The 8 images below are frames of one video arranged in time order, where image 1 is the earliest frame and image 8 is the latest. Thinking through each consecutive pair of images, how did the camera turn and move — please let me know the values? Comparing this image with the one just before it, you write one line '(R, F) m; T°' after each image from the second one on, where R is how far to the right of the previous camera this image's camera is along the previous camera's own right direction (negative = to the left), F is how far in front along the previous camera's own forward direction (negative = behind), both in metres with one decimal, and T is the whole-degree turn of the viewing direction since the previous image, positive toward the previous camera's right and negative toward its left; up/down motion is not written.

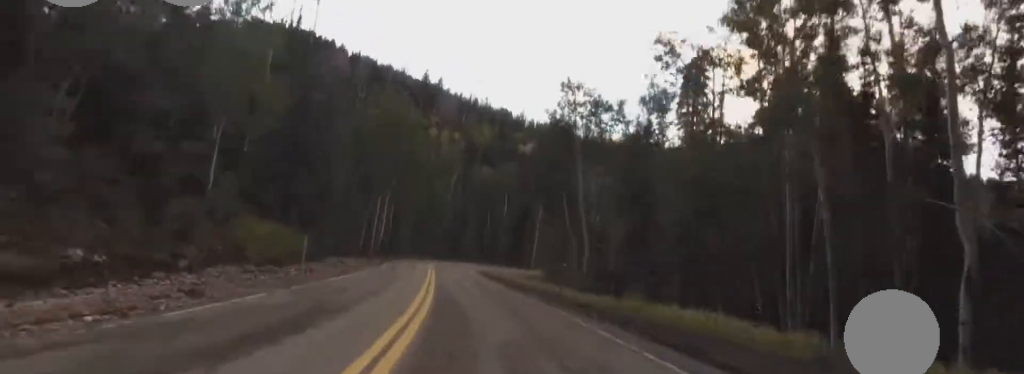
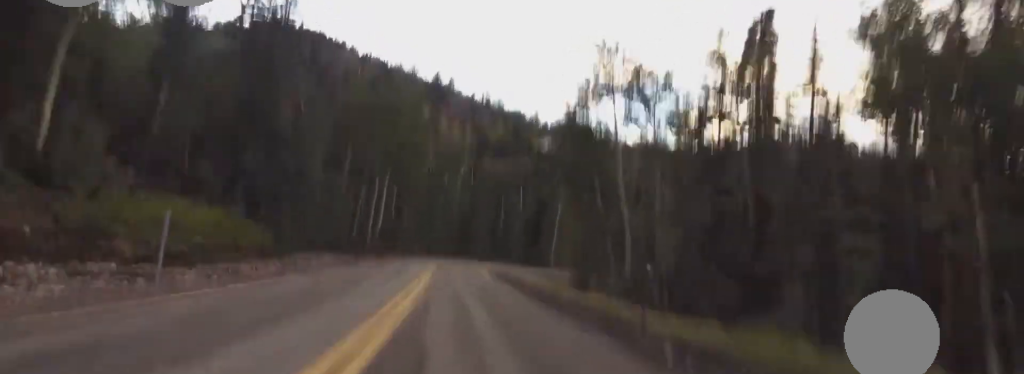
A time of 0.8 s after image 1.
(-0.3, +11.1) m; -3°
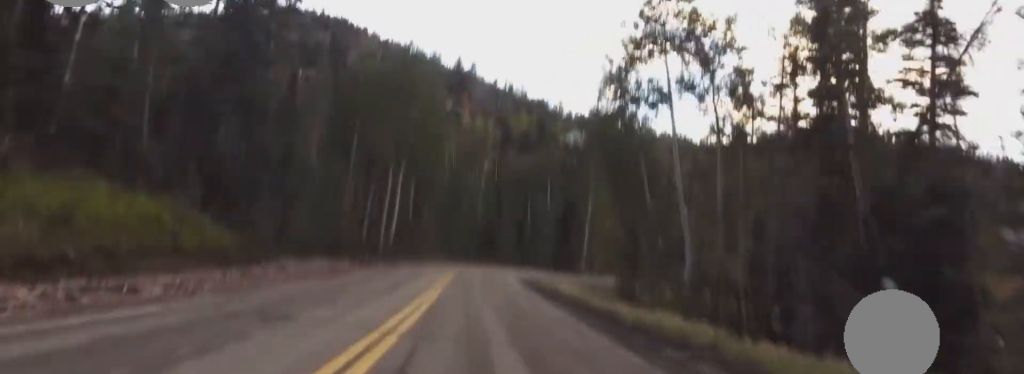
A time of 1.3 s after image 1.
(0.0, +7.4) m; -2°
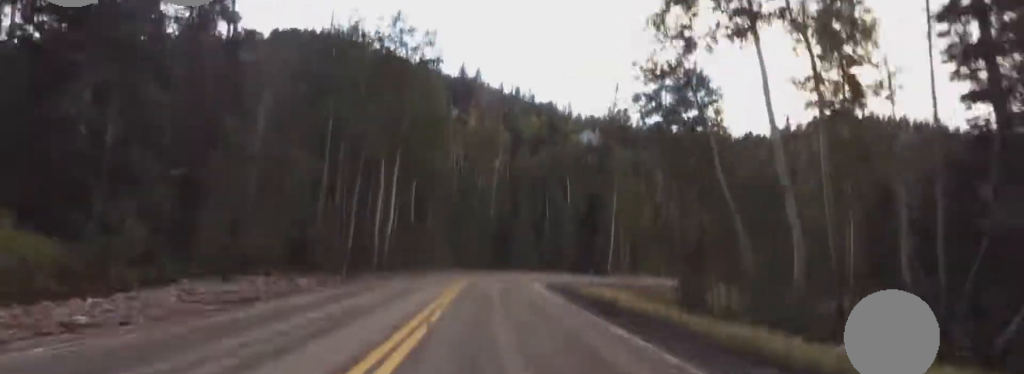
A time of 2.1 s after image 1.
(-0.4, +10.7) m; -4°
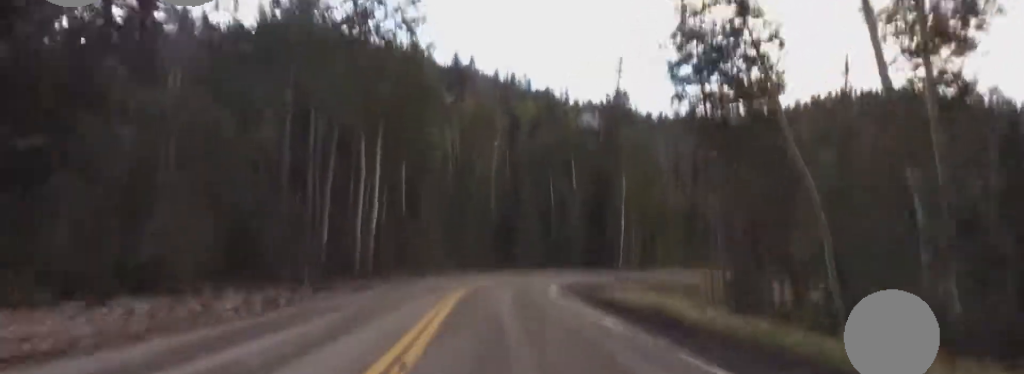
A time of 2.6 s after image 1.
(-0.2, +6.8) m; 0°
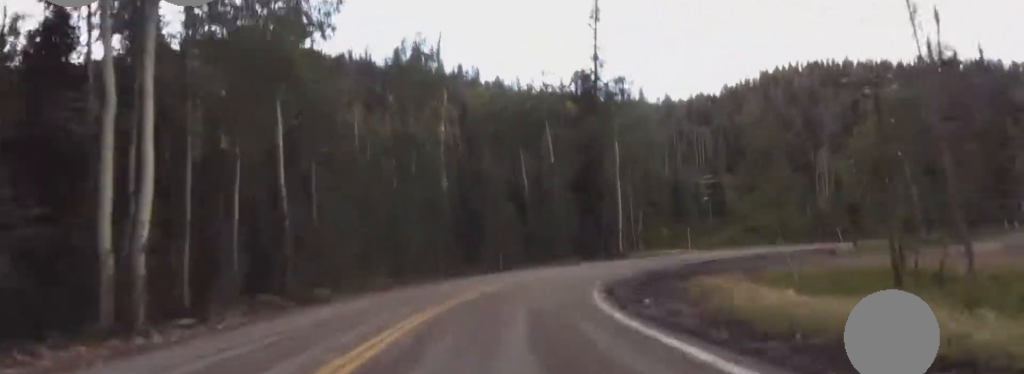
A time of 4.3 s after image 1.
(+0.5, +22.2) m; +9°
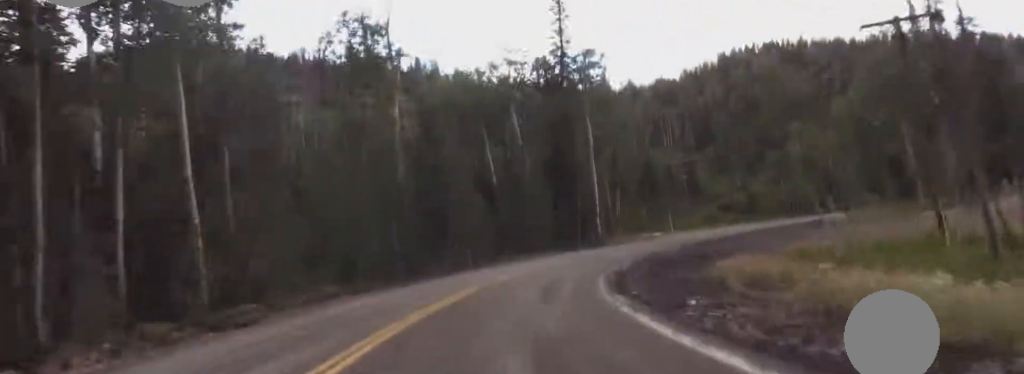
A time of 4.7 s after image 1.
(+0.6, +5.4) m; +3°
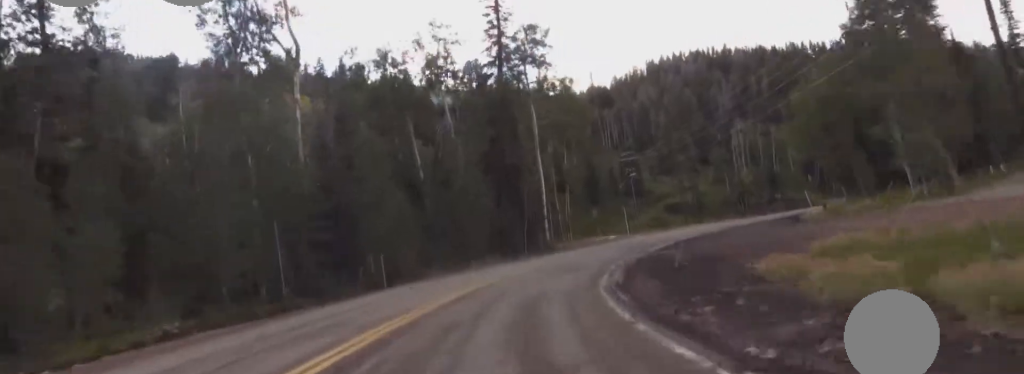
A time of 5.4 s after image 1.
(+0.5, +8.7) m; +6°
